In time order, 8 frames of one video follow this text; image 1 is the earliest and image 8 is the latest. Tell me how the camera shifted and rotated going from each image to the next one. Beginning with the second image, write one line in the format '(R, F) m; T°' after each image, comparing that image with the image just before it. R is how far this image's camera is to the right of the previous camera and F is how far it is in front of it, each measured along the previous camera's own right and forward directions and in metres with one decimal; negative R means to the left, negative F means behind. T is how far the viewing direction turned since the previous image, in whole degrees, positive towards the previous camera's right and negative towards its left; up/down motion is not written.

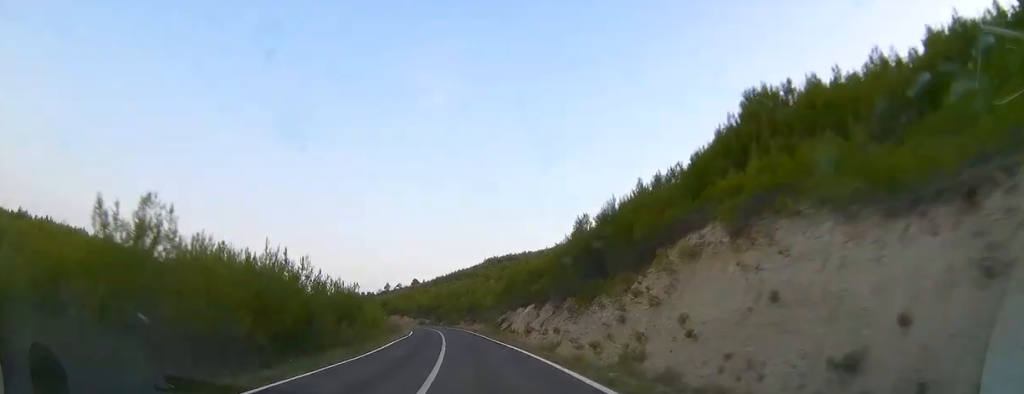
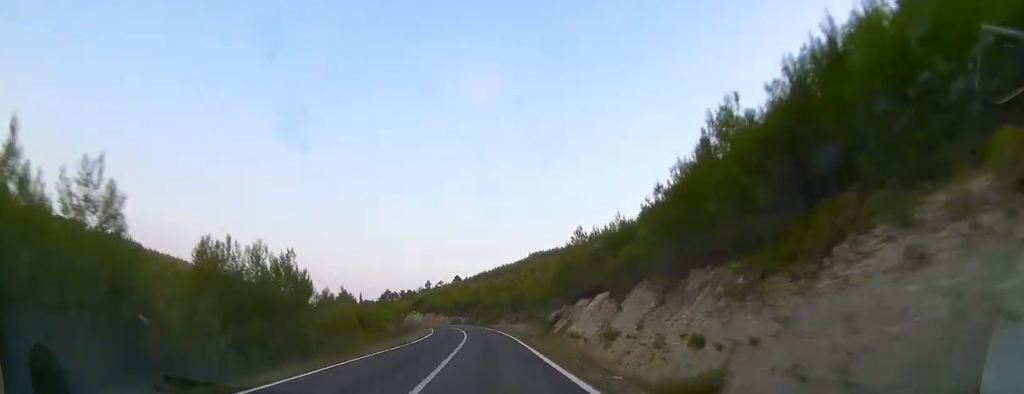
(-1.4, +18.1) m; -5°
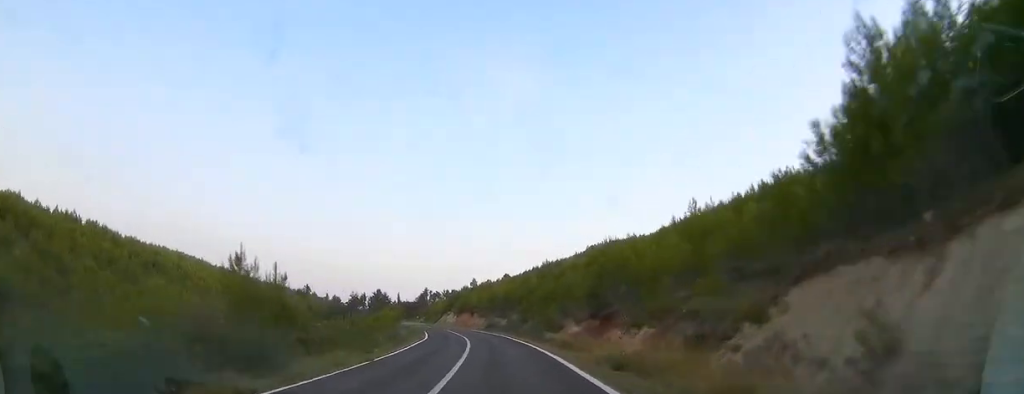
(-3.1, +40.0) m; -8°
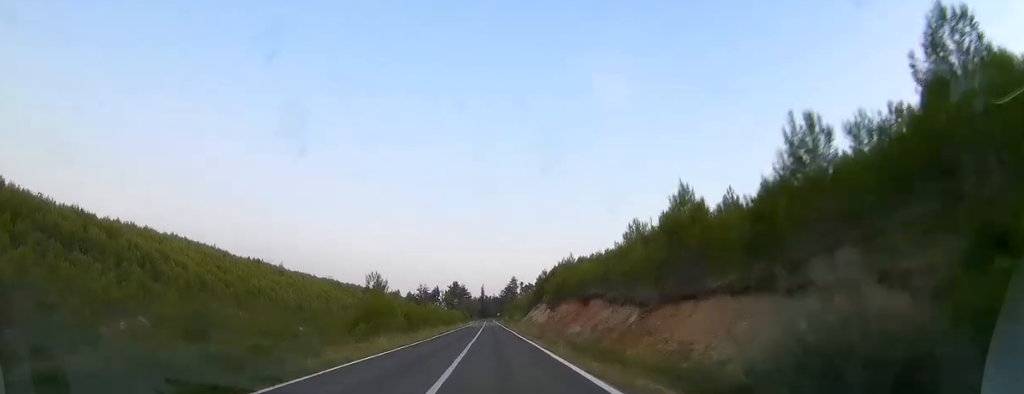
(-5.3, +62.5) m; -9°
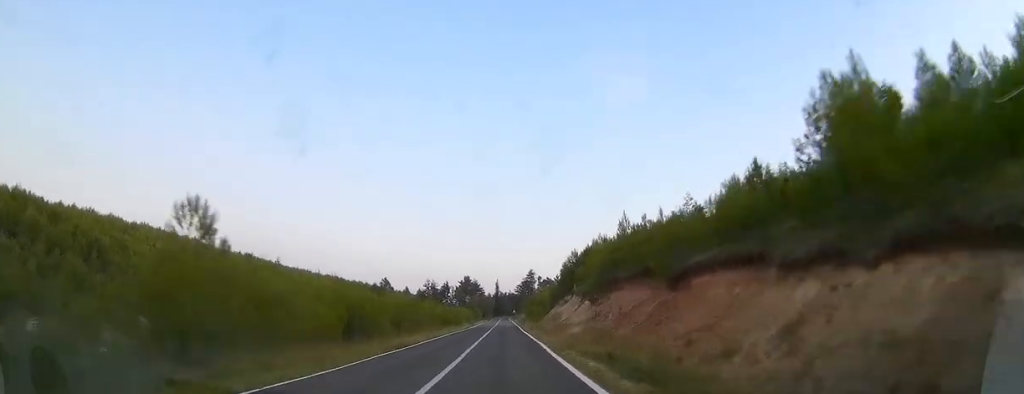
(-0.7, +23.1) m; -1°
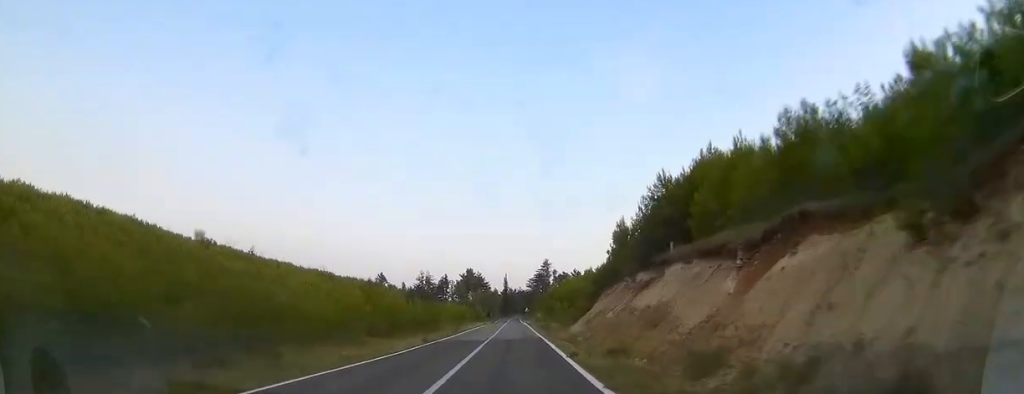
(-0.8, +36.9) m; -2°
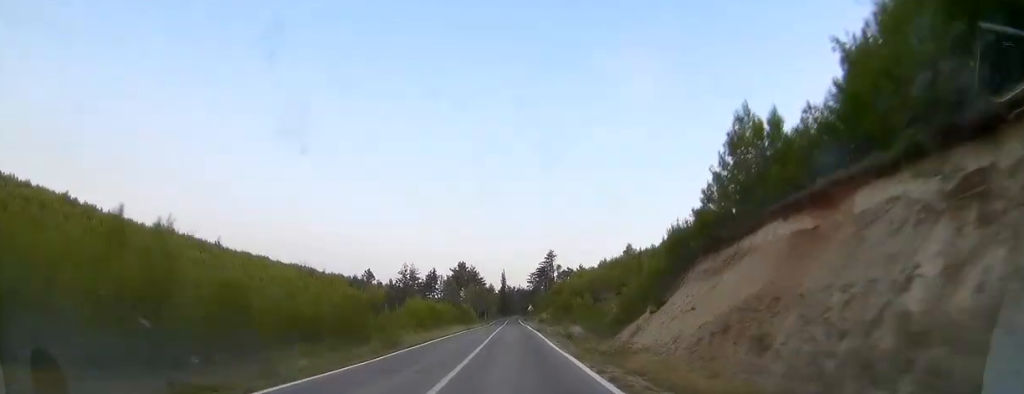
(-0.3, +26.2) m; -1°
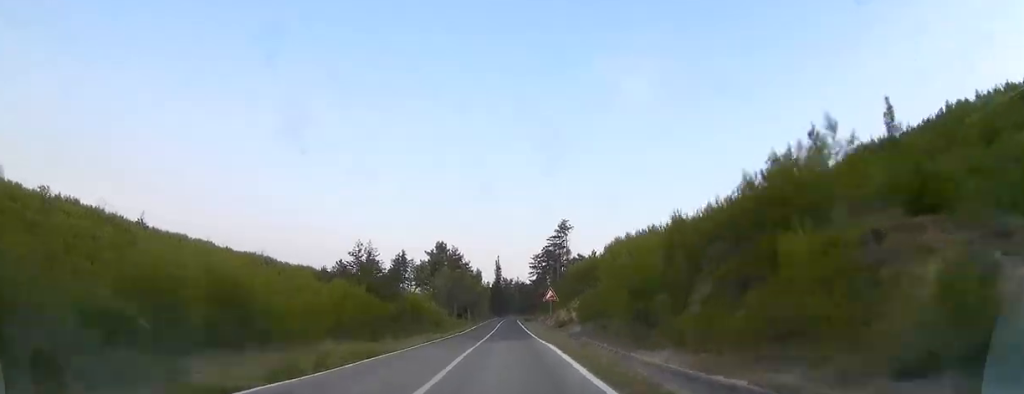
(-0.1, +44.7) m; 0°
